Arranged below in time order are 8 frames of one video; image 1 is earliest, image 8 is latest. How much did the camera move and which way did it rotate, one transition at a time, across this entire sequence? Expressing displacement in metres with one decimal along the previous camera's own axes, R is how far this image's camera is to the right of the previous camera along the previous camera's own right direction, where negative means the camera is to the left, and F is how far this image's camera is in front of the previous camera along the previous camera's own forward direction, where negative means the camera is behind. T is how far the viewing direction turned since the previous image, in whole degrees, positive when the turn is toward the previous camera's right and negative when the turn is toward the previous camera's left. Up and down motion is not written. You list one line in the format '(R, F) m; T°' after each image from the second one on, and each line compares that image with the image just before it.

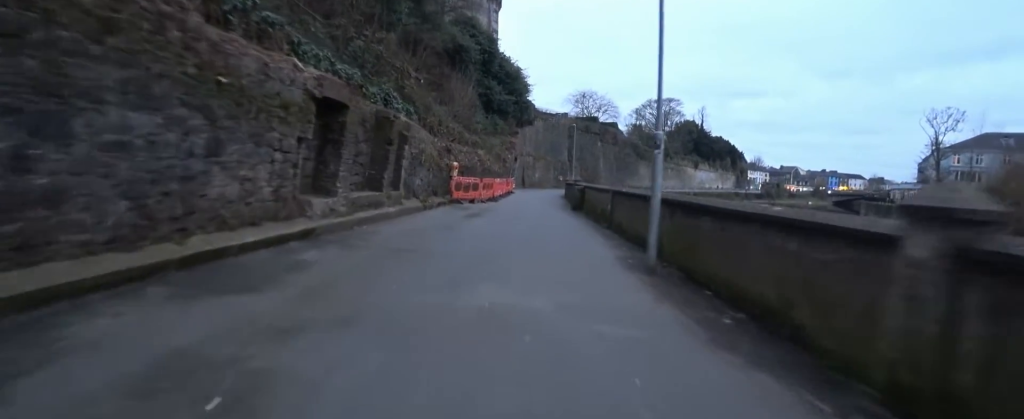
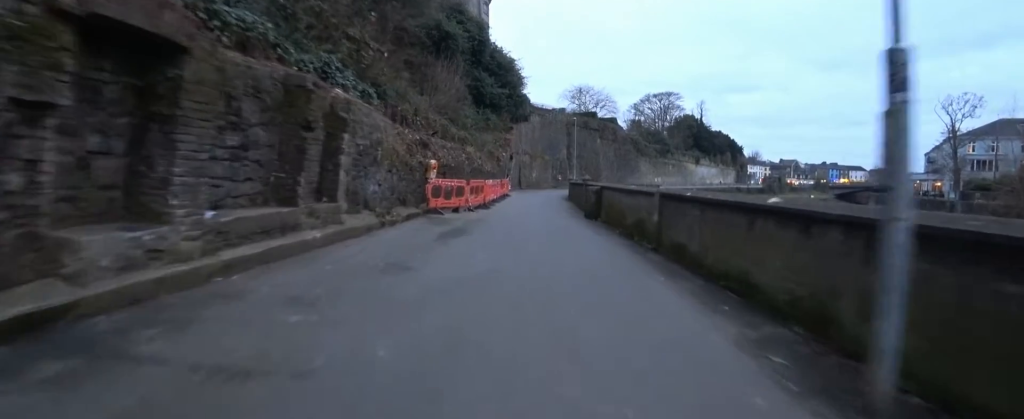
(0.0, +4.2) m; 0°
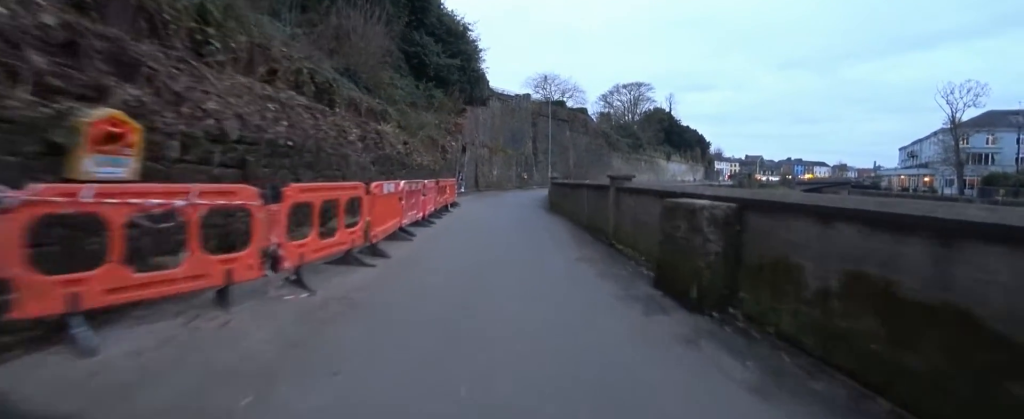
(0.0, +10.3) m; 0°
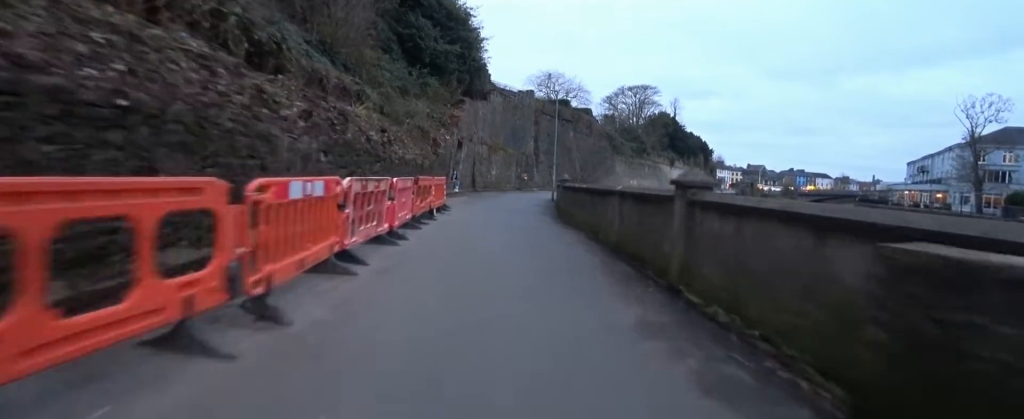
(0.0, +3.1) m; 0°
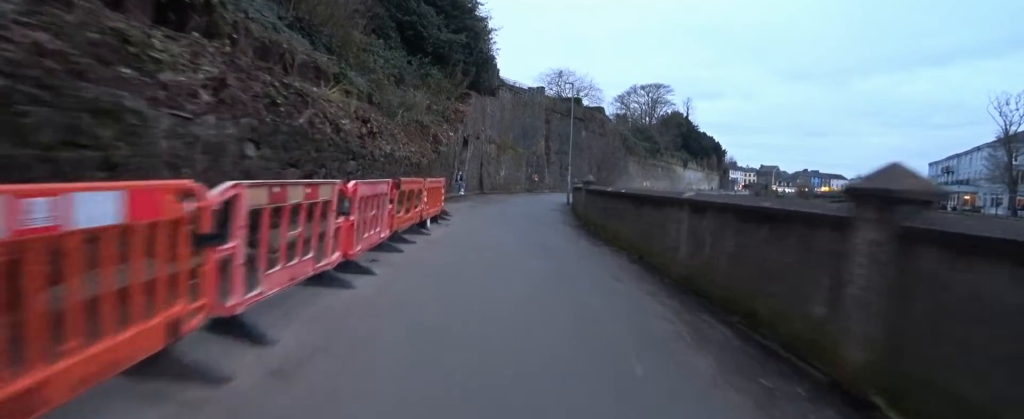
(0.0, +2.6) m; 0°
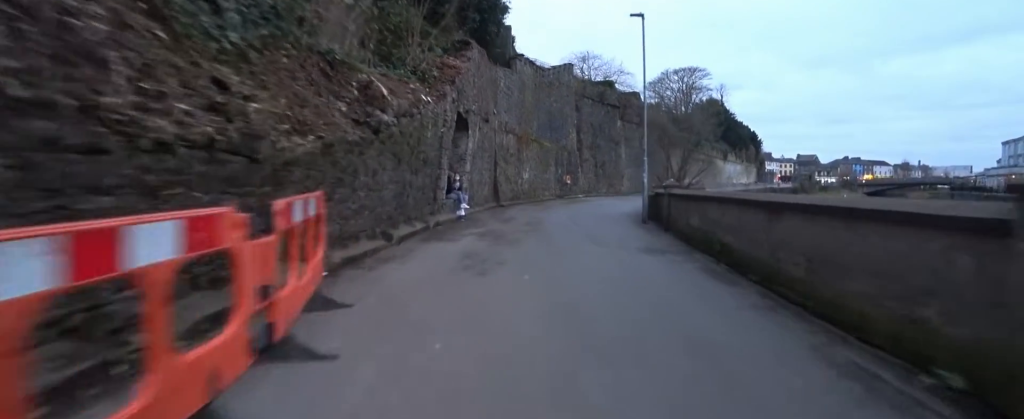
(0.0, +10.6) m; 0°
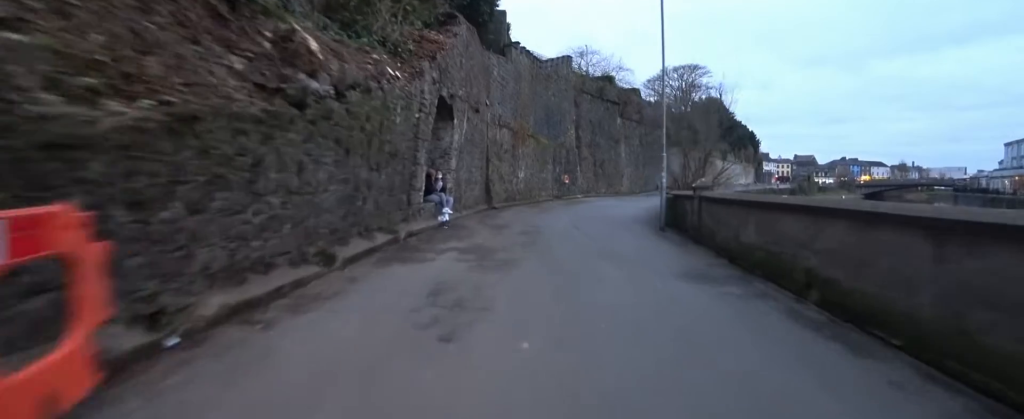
(0.0, +2.4) m; 0°
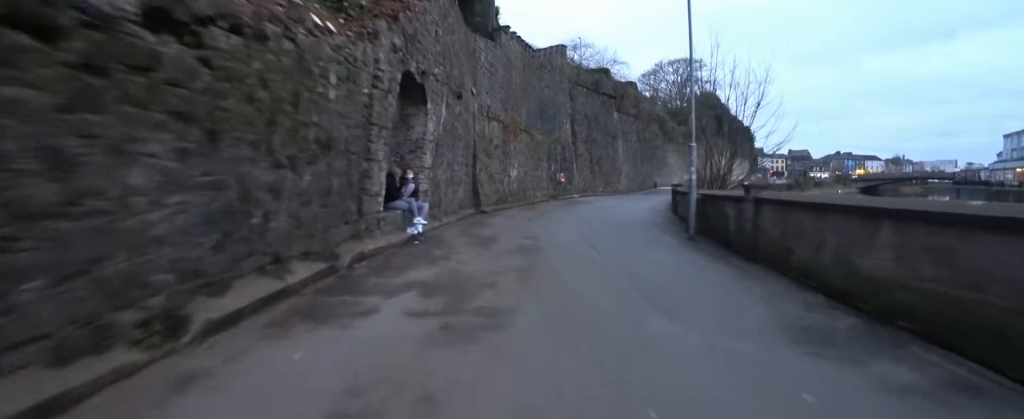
(0.0, +2.6) m; 0°
